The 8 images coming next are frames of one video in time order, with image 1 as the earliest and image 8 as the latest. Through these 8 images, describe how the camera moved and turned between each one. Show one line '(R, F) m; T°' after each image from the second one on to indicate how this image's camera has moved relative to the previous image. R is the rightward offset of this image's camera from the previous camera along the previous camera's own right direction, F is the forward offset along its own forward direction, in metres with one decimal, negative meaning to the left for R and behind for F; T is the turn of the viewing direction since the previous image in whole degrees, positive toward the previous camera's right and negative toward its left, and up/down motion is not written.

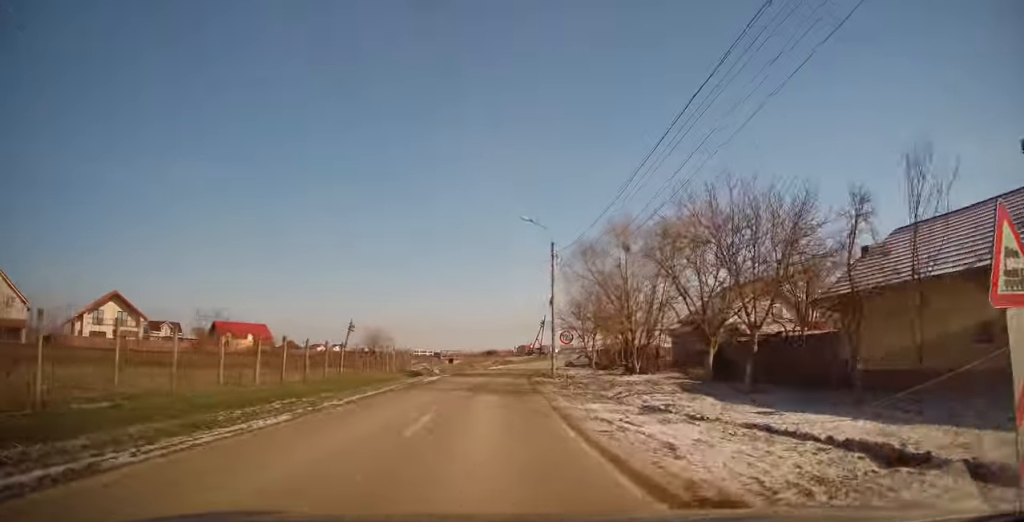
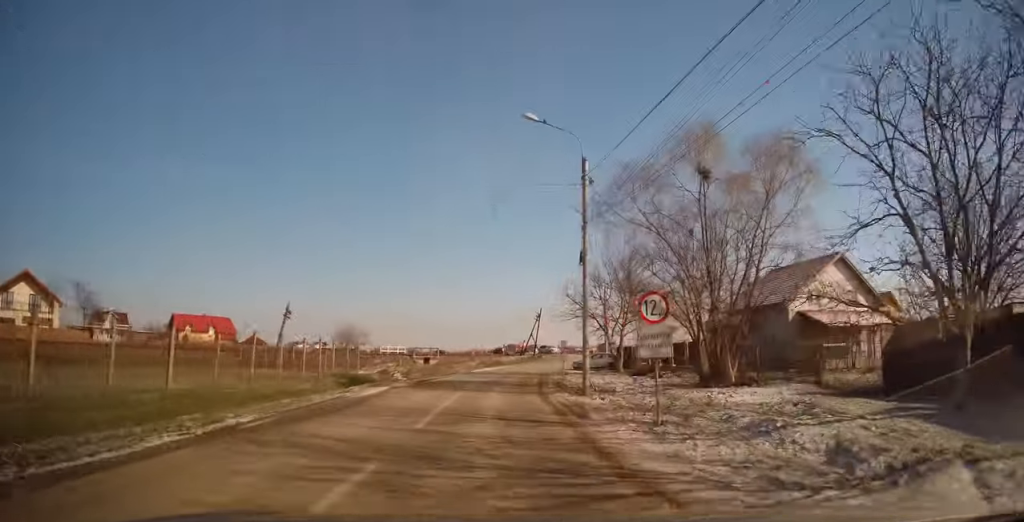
(+0.2, +14.7) m; +3°
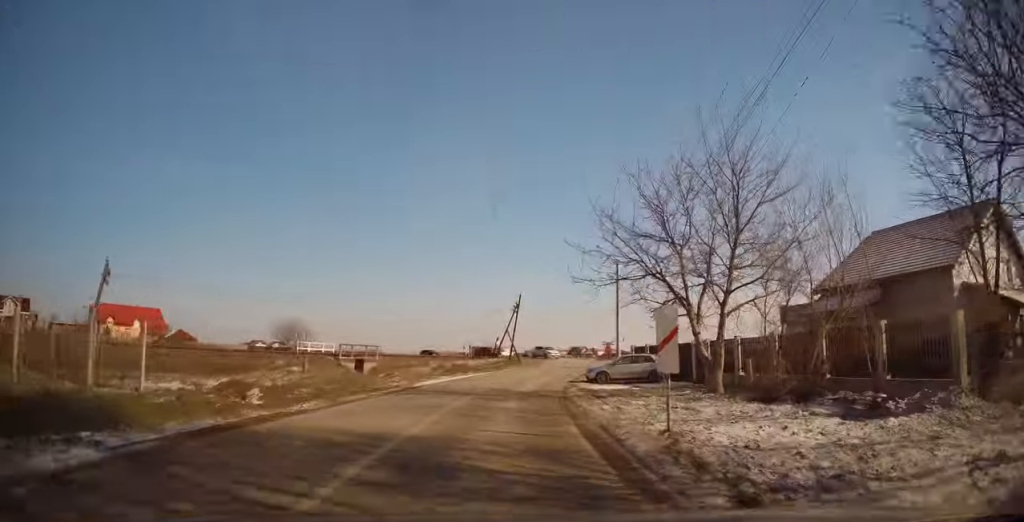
(+0.2, +18.8) m; +1°
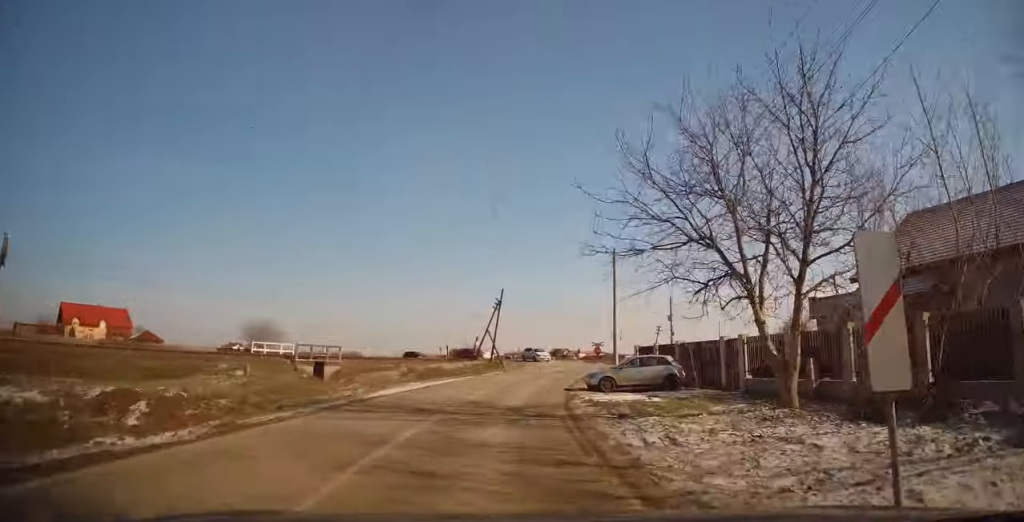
(-0.3, +5.5) m; +1°
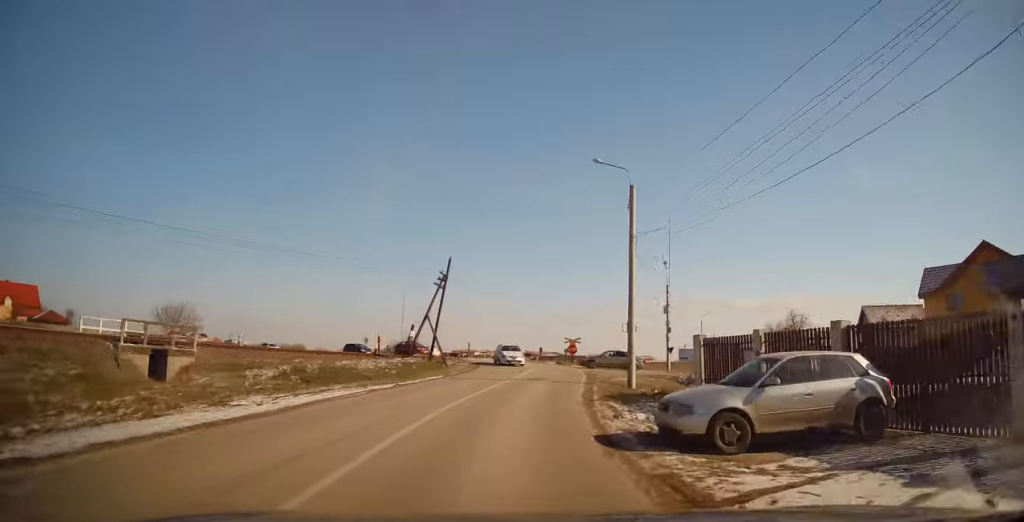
(+1.0, +14.7) m; +7°
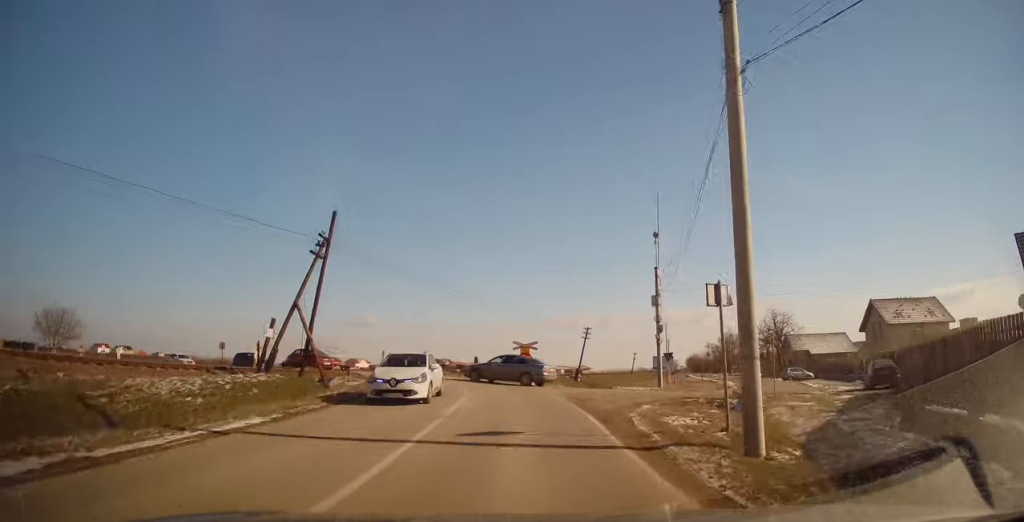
(+0.8, +14.5) m; +6°
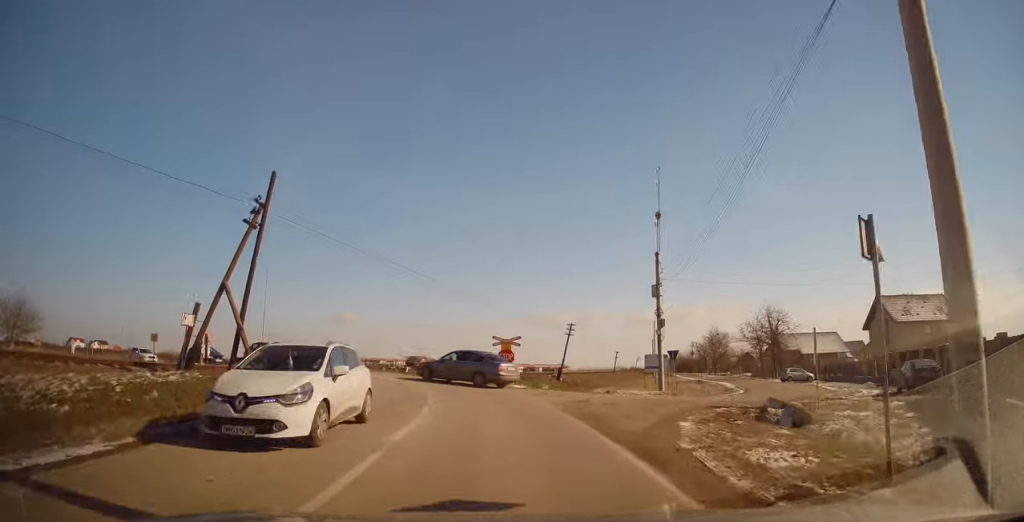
(+0.1, +4.4) m; +2°
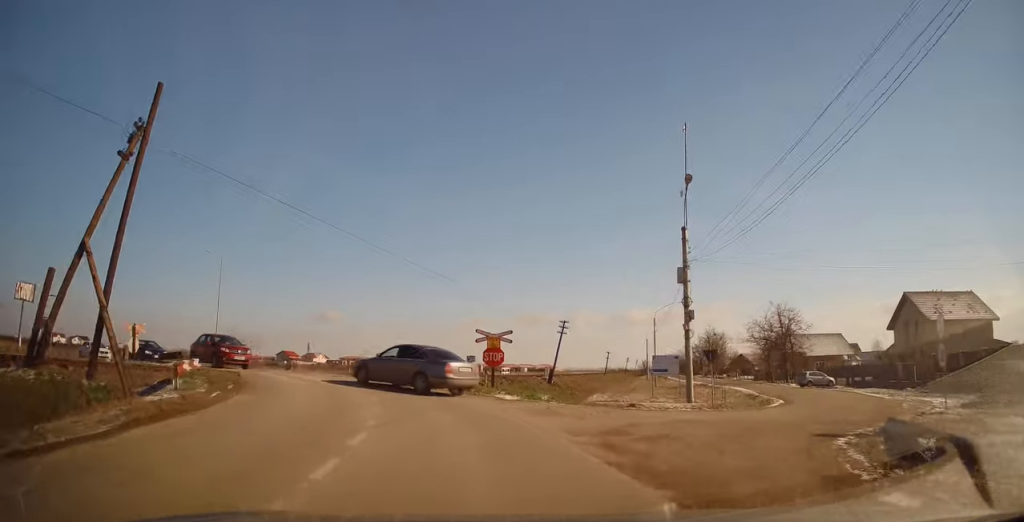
(+0.1, +6.5) m; +3°
